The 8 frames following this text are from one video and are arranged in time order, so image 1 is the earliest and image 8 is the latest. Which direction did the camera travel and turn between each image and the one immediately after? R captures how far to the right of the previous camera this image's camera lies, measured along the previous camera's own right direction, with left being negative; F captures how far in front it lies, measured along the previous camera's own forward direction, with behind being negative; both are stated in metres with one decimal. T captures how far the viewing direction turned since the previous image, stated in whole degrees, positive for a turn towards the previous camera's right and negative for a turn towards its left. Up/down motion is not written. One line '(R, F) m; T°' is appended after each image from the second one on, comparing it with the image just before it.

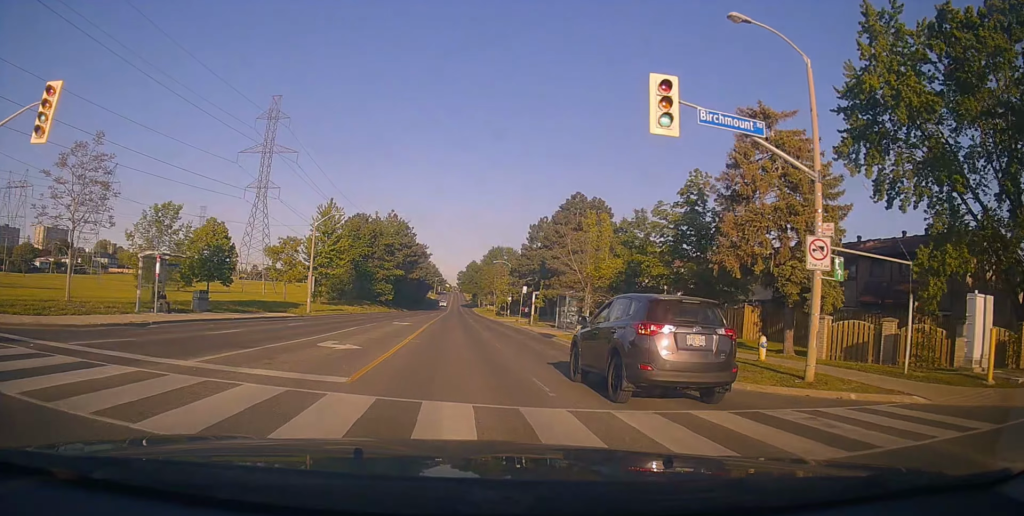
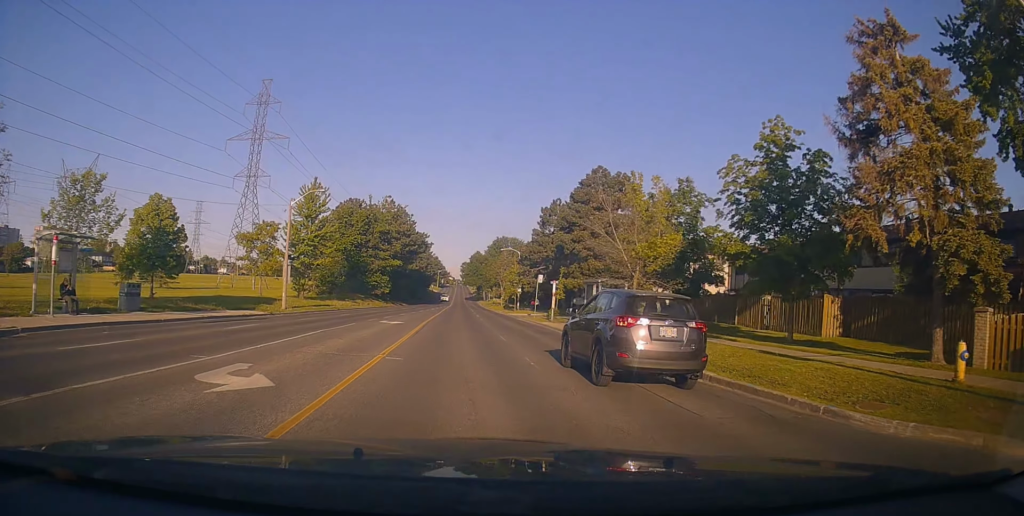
(-0.2, +6.7) m; 0°
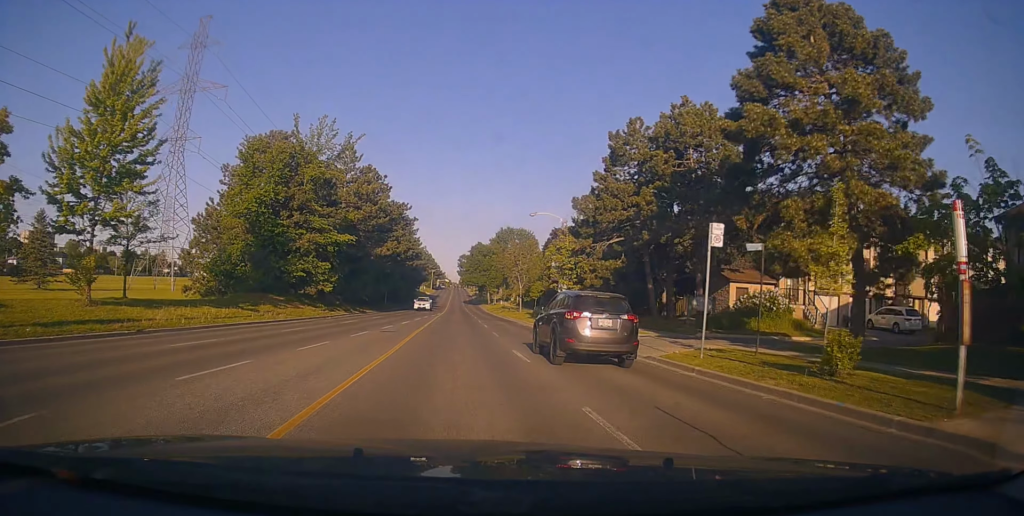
(+0.9, +30.2) m; +1°
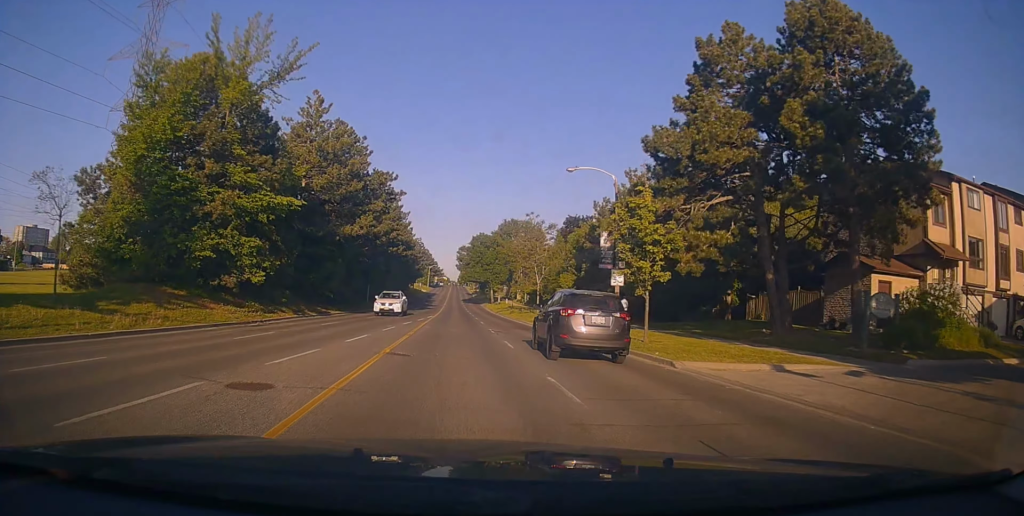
(-0.1, +13.7) m; 0°
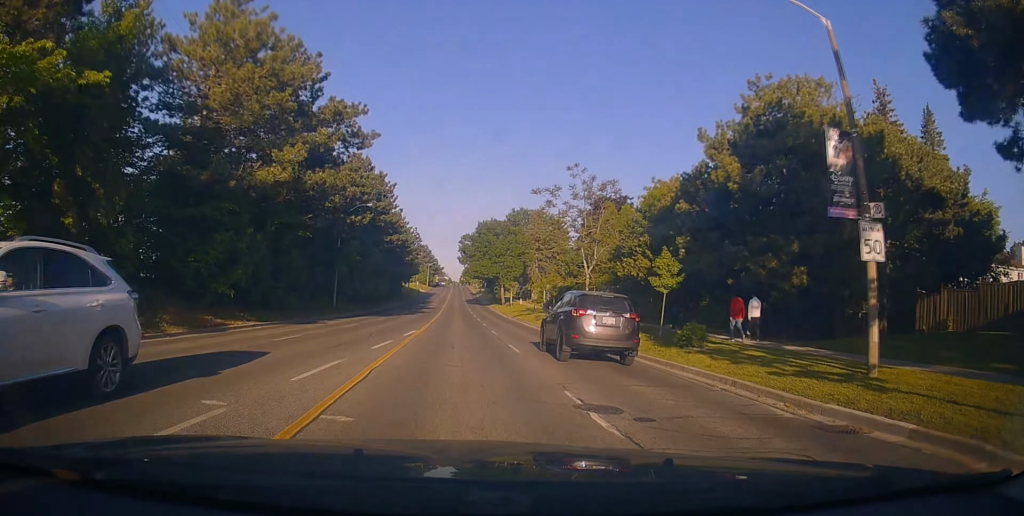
(+0.2, +17.3) m; +1°
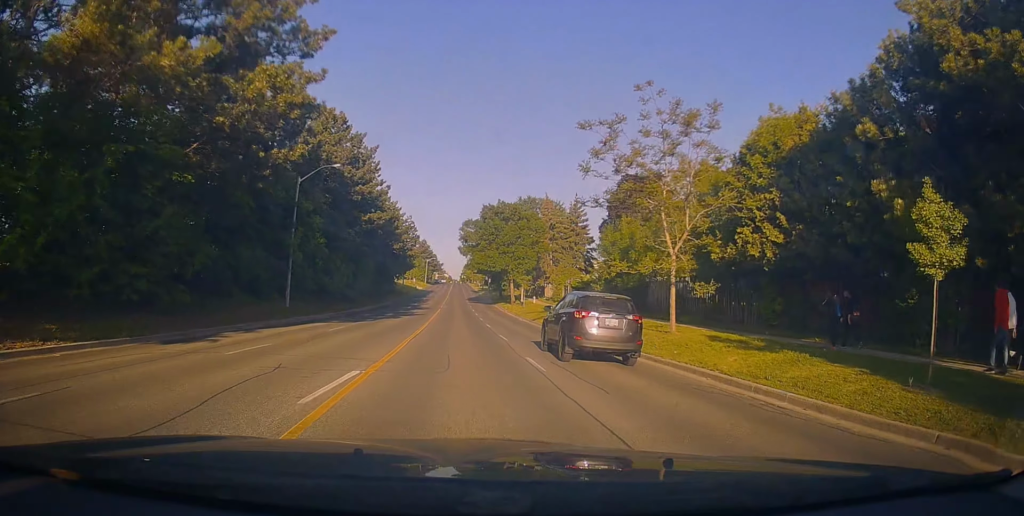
(0.0, +12.4) m; 0°
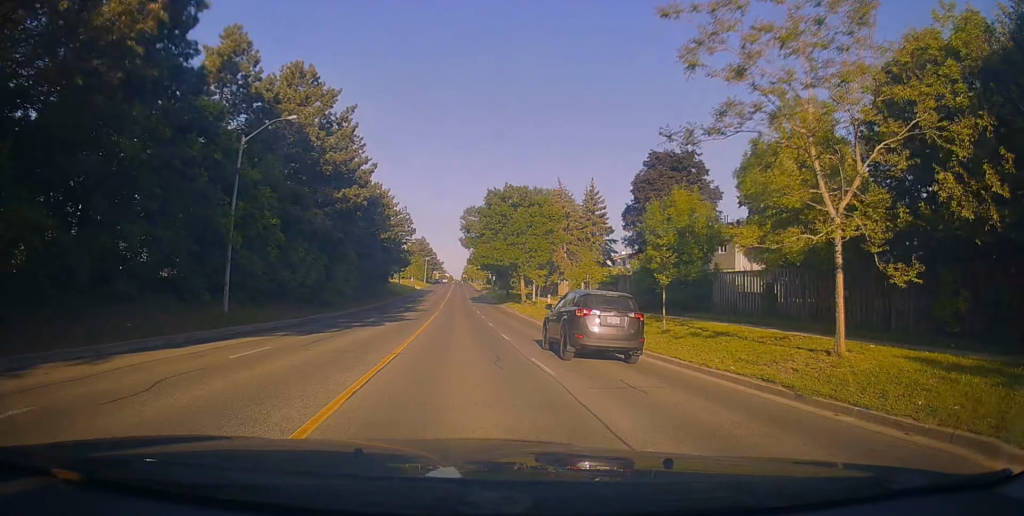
(0.0, +9.2) m; 0°
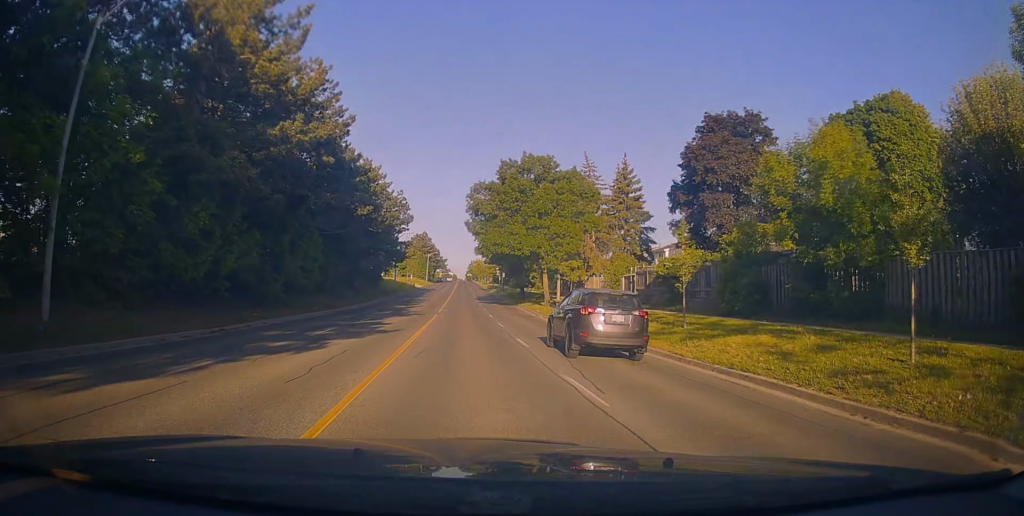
(+0.1, +11.8) m; -1°
